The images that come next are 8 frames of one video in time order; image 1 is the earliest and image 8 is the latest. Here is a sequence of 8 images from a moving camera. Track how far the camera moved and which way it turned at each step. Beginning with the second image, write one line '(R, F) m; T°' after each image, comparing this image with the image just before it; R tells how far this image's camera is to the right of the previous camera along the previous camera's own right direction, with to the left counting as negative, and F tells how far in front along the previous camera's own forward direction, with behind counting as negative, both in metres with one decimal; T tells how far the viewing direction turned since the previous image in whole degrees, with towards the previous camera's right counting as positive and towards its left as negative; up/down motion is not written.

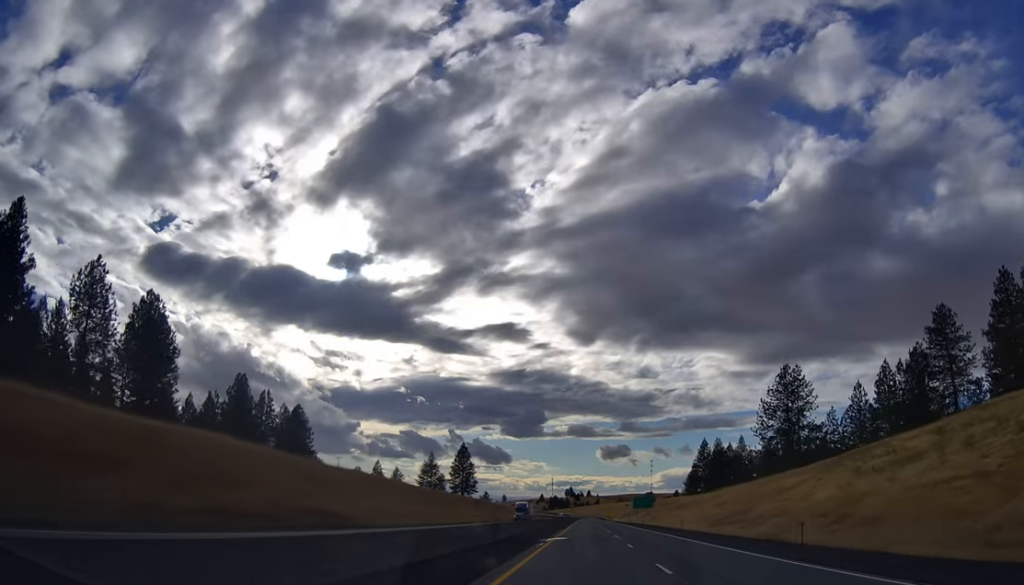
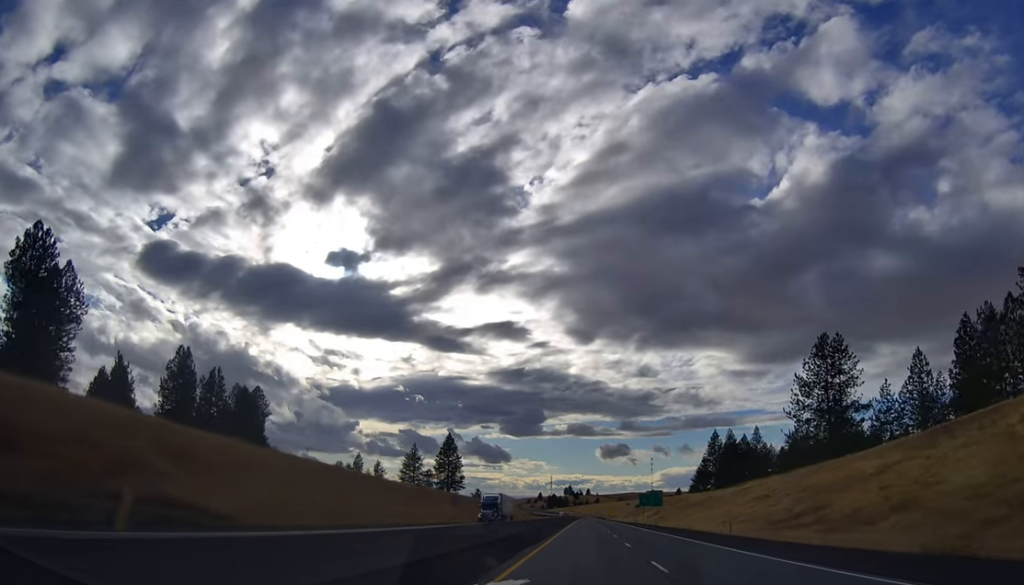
(0.0, +24.5) m; 0°
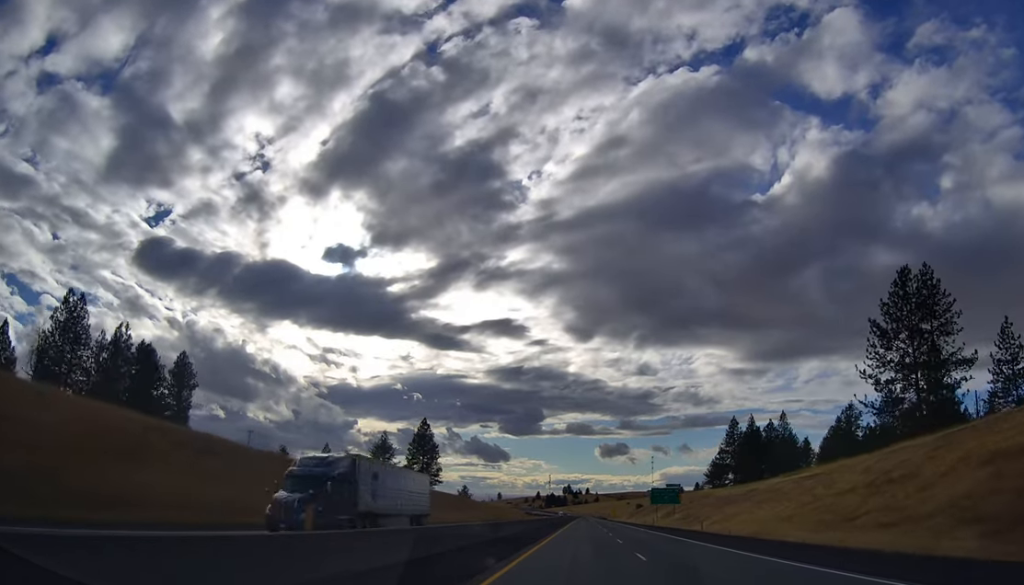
(0.0, +33.6) m; -1°
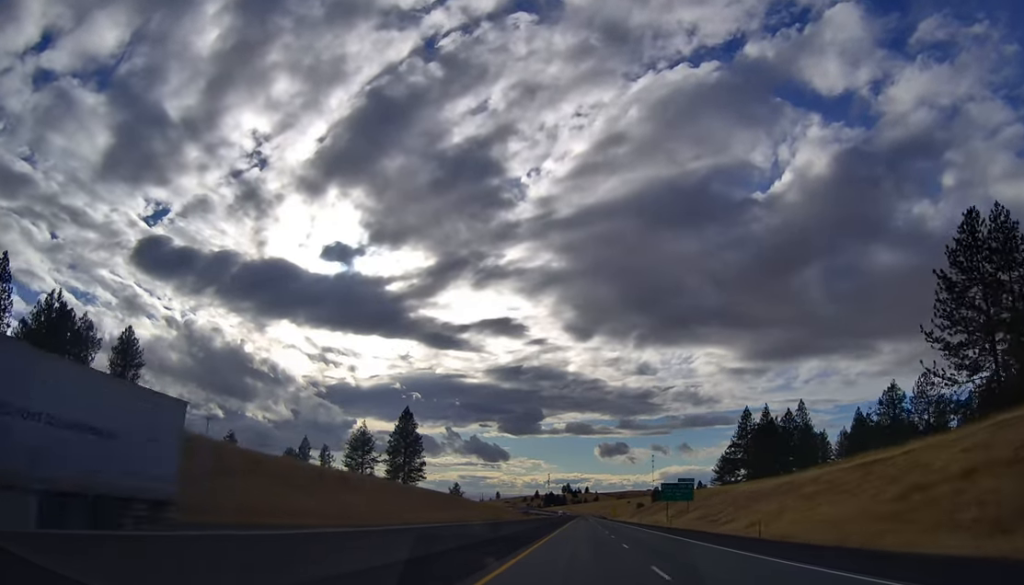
(-0.2, +18.4) m; 0°
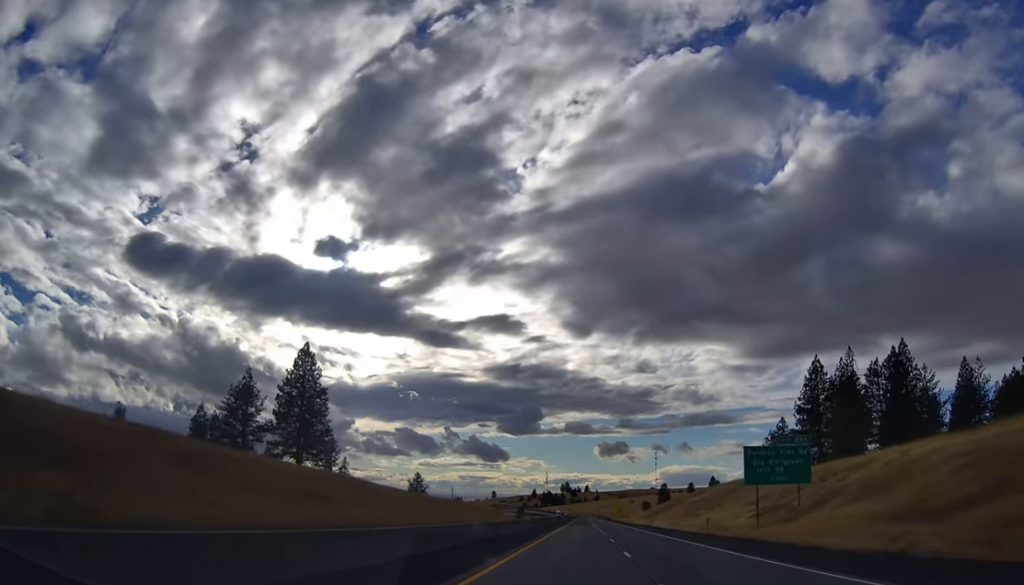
(+0.1, +63.8) m; +1°
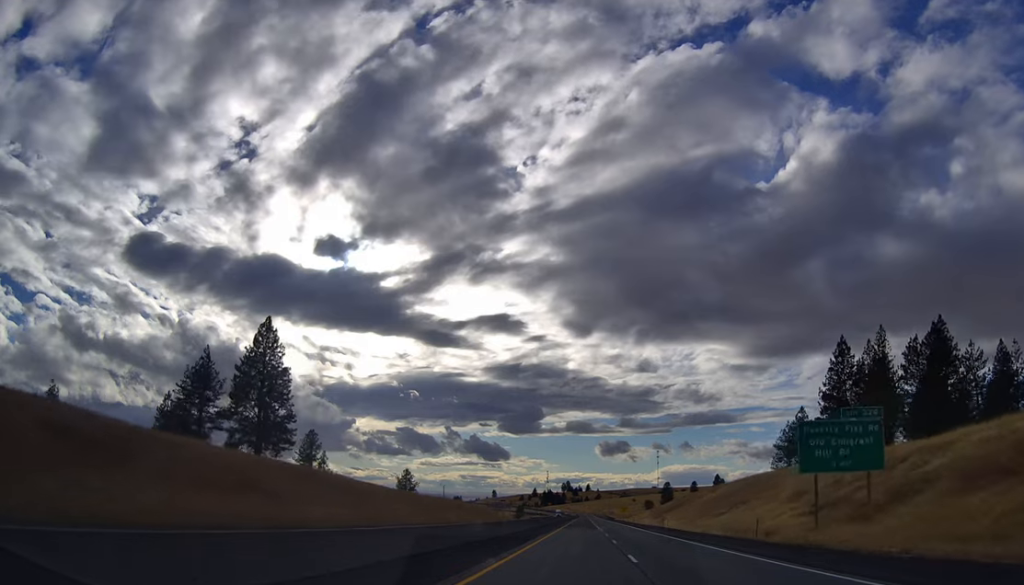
(0.0, +14.7) m; 0°
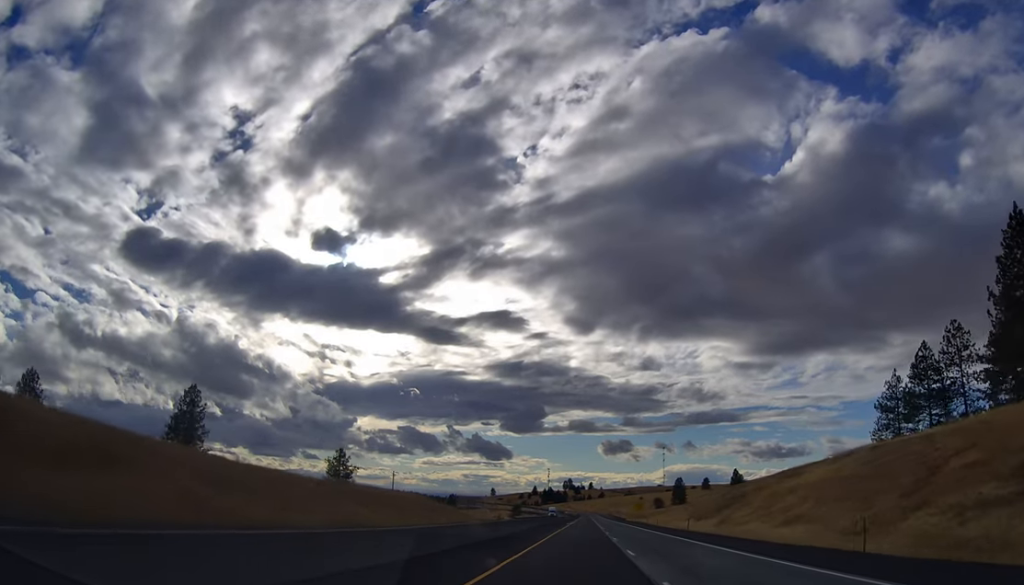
(0.0, +57.5) m; 0°
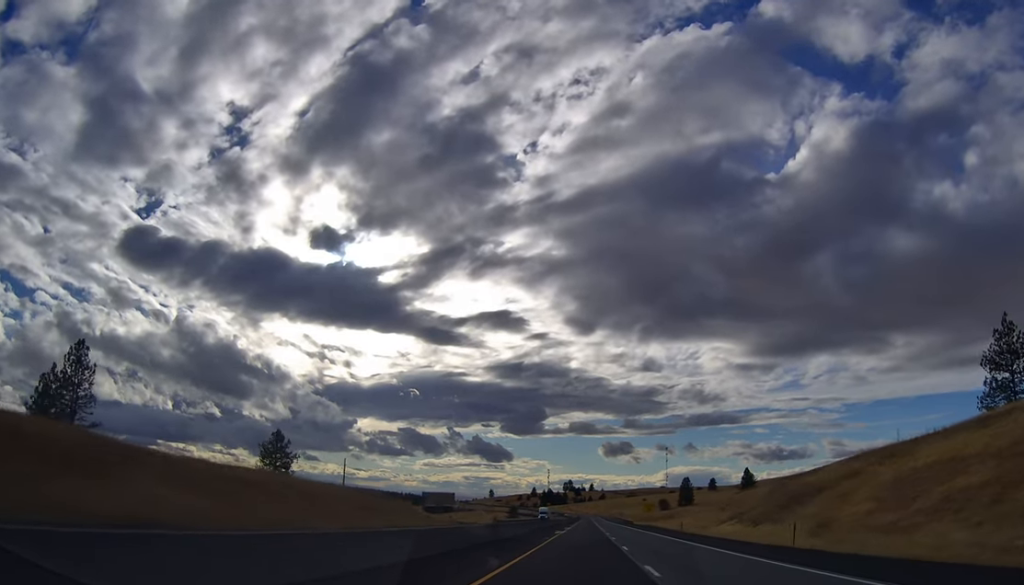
(0.0, +31.5) m; 0°
